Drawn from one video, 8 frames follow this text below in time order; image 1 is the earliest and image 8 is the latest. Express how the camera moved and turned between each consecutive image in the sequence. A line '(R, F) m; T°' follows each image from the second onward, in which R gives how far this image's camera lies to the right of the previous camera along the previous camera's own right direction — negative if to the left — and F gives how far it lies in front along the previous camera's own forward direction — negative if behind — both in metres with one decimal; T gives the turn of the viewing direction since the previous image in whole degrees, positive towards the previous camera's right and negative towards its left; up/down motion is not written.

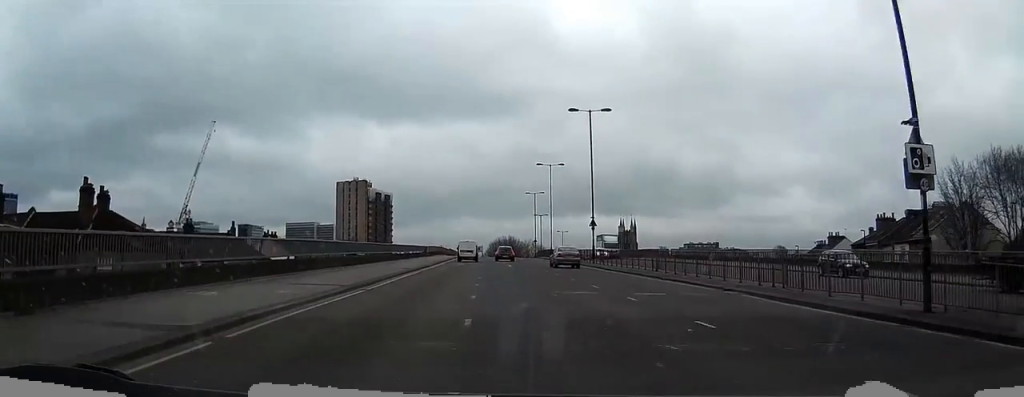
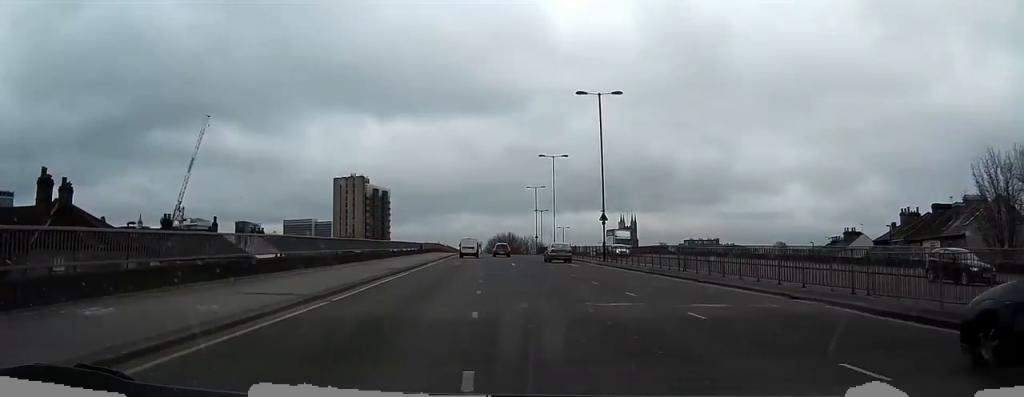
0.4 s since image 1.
(0.0, +5.2) m; 0°
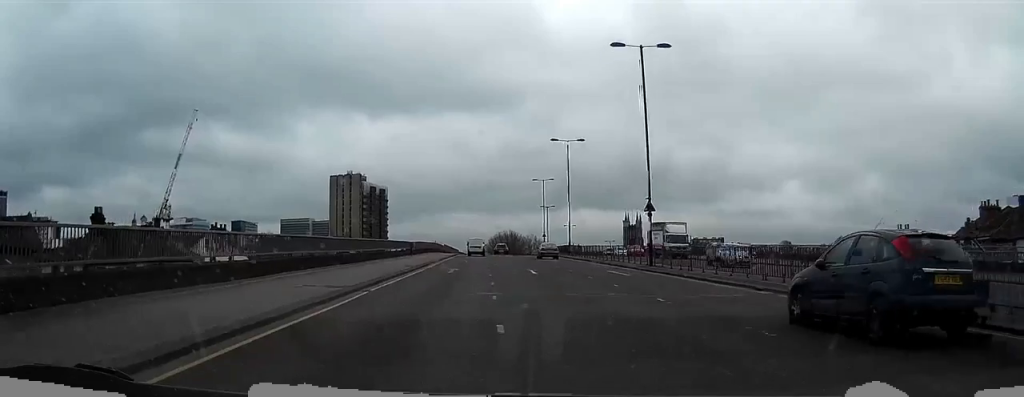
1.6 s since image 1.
(0.0, +13.7) m; 0°
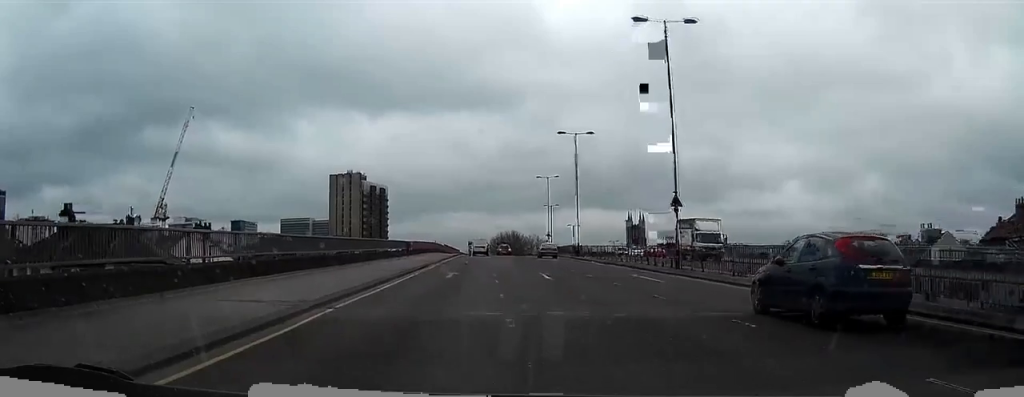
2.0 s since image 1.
(0.0, +5.3) m; 0°
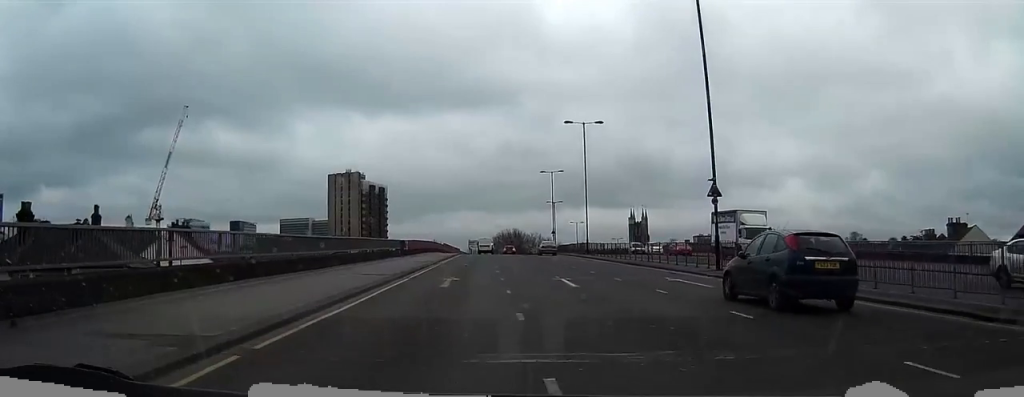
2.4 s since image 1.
(0.0, +5.3) m; 0°
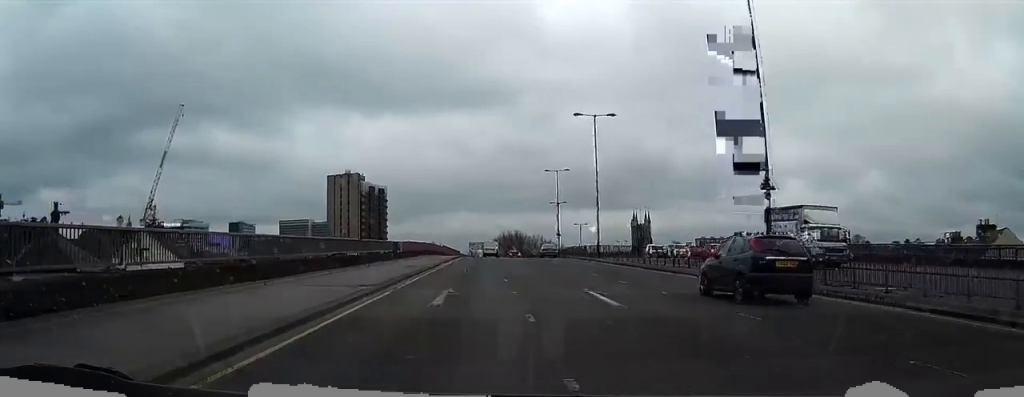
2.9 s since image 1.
(0.0, +5.8) m; 0°
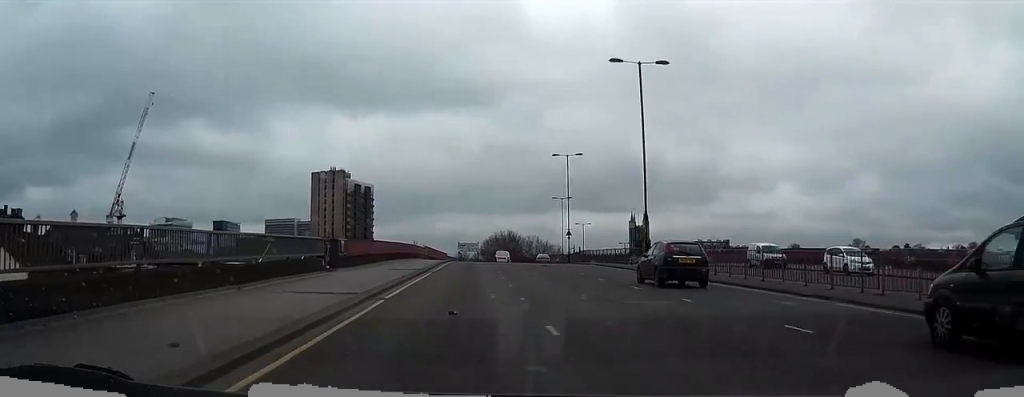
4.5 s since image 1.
(0.0, +19.5) m; 0°
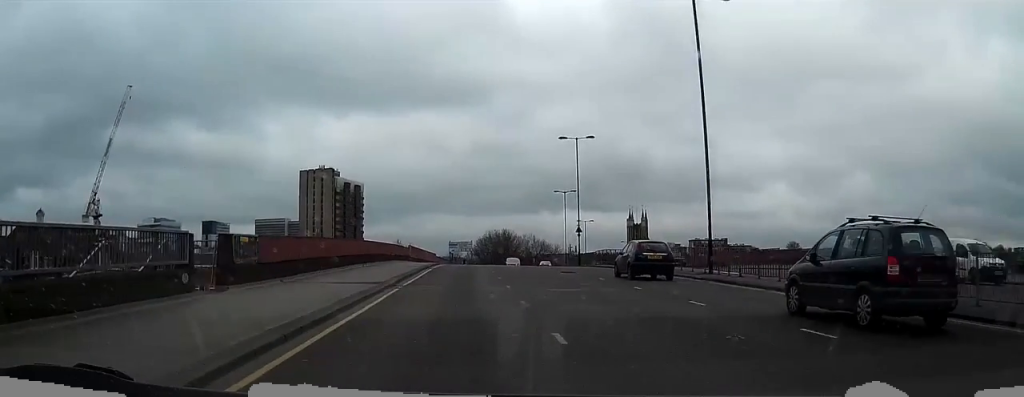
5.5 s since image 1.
(+0.1, +12.7) m; +1°
